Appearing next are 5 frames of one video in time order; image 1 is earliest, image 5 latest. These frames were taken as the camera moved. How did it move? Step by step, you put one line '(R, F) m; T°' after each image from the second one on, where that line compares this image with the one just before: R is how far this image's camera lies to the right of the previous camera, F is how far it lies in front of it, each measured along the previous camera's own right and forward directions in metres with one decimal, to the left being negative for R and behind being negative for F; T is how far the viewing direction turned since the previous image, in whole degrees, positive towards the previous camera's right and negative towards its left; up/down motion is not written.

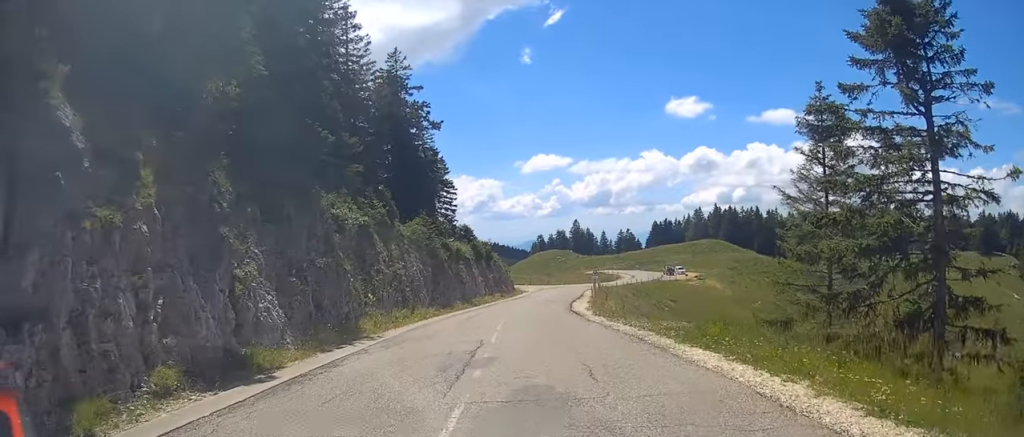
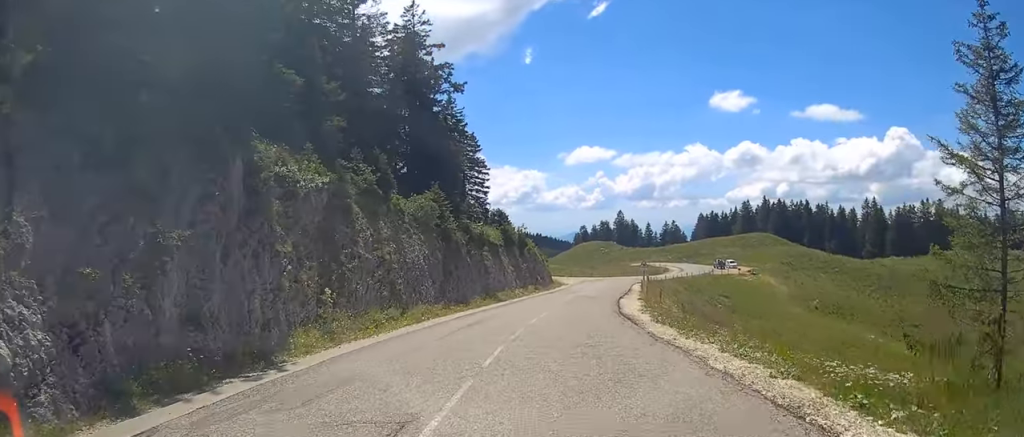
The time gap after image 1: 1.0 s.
(-0.6, +9.6) m; -2°
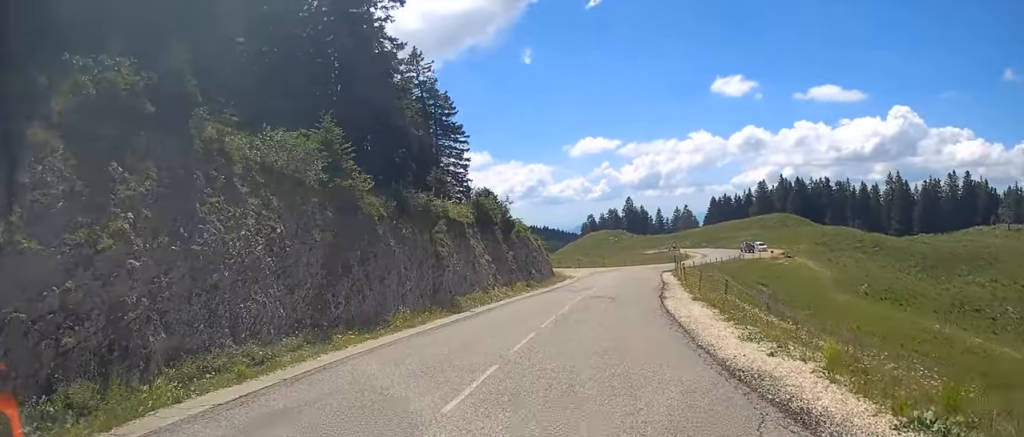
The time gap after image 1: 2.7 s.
(+0.2, +17.5) m; 0°
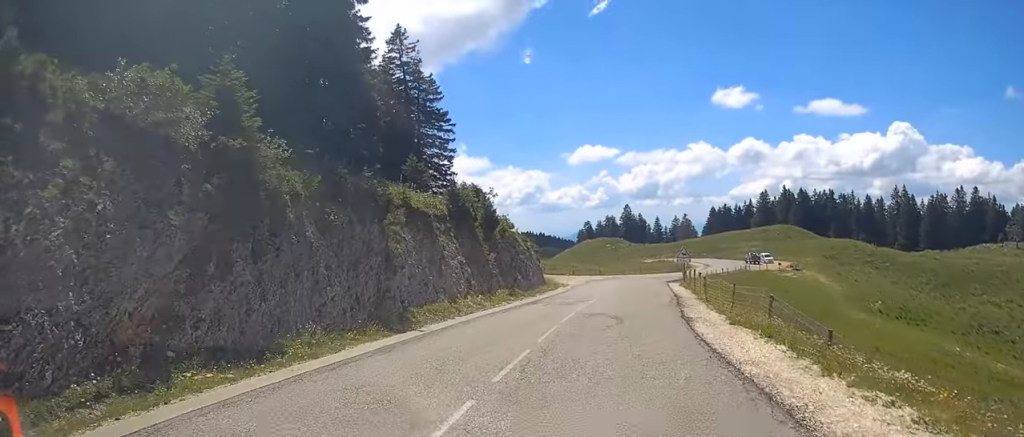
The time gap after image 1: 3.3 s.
(0.0, +6.9) m; 0°
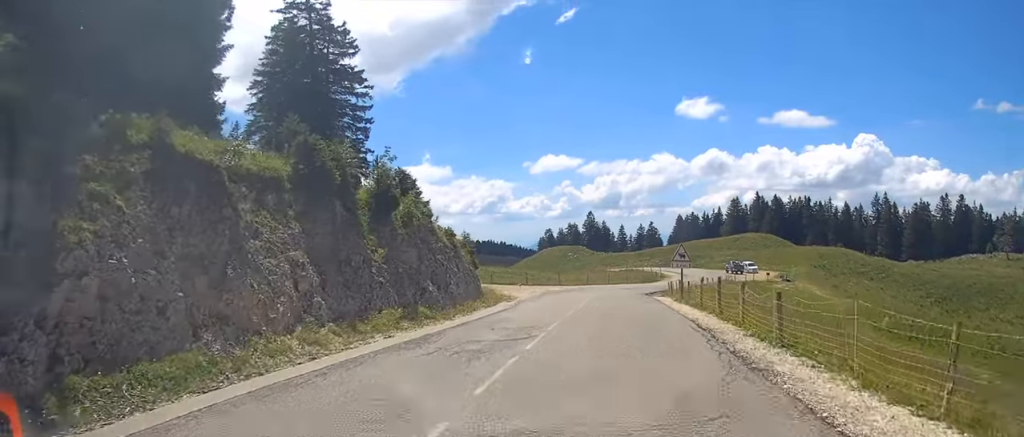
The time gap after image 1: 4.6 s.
(+0.2, +14.3) m; +1°
